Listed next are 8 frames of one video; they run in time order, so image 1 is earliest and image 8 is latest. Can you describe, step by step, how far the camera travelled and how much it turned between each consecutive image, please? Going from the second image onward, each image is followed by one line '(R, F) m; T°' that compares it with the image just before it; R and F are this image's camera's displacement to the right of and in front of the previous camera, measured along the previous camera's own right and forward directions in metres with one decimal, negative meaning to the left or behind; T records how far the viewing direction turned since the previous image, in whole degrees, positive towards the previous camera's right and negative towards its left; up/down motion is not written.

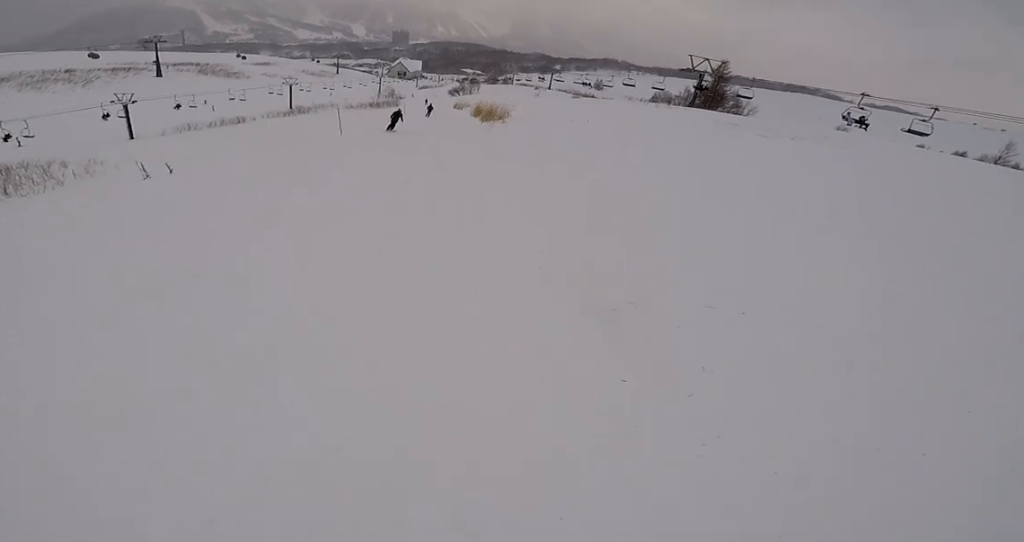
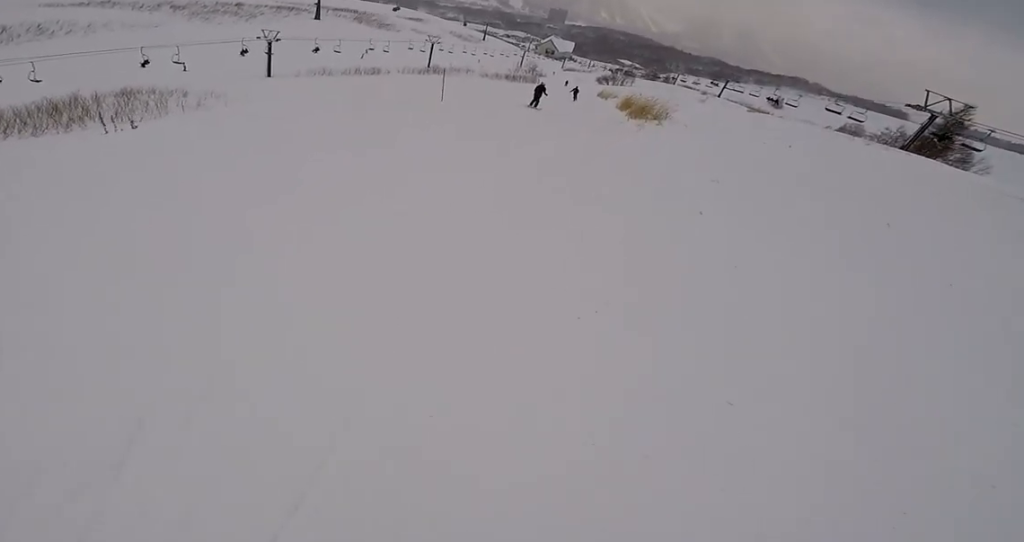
(0.0, +5.2) m; +2°
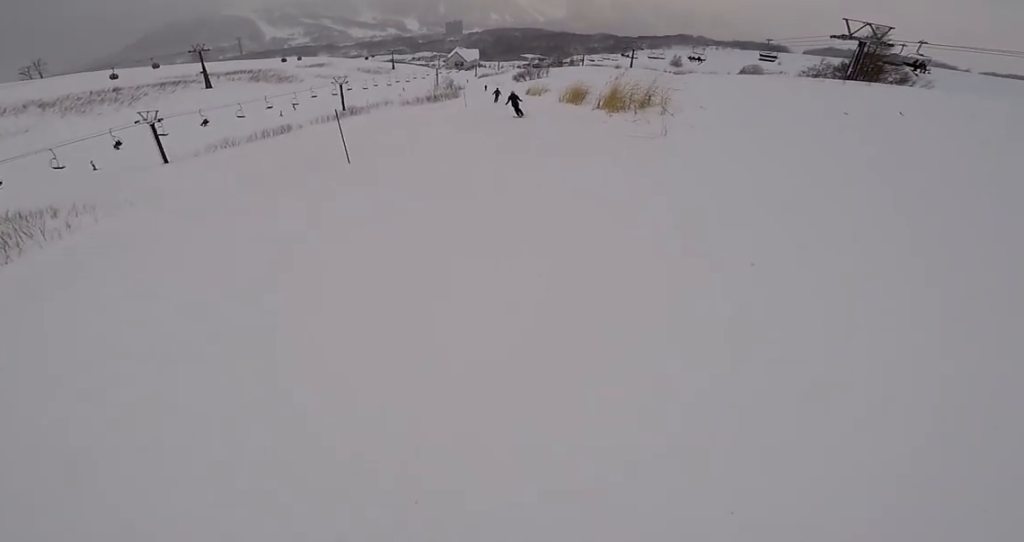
(+0.2, +7.5) m; +6°
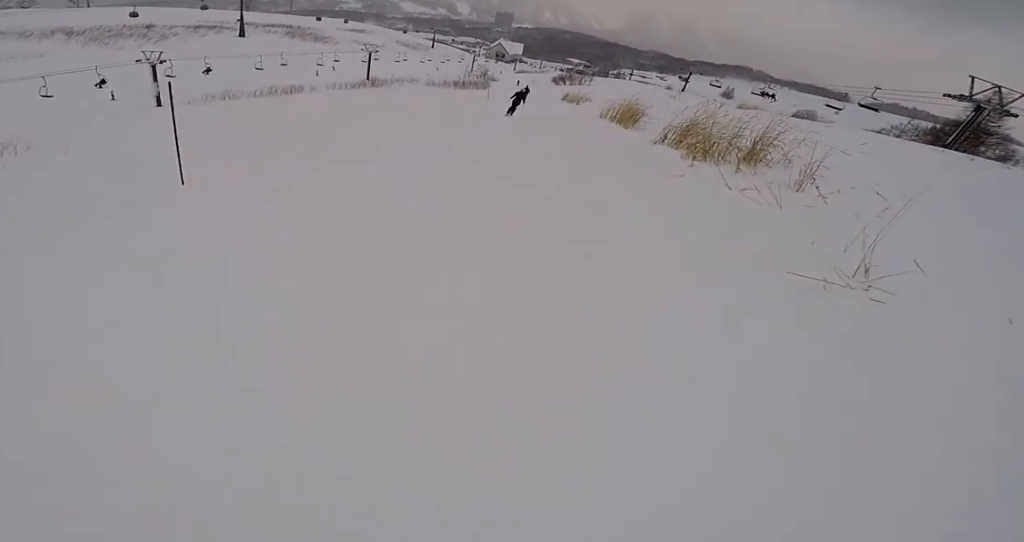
(+0.5, +6.6) m; +2°
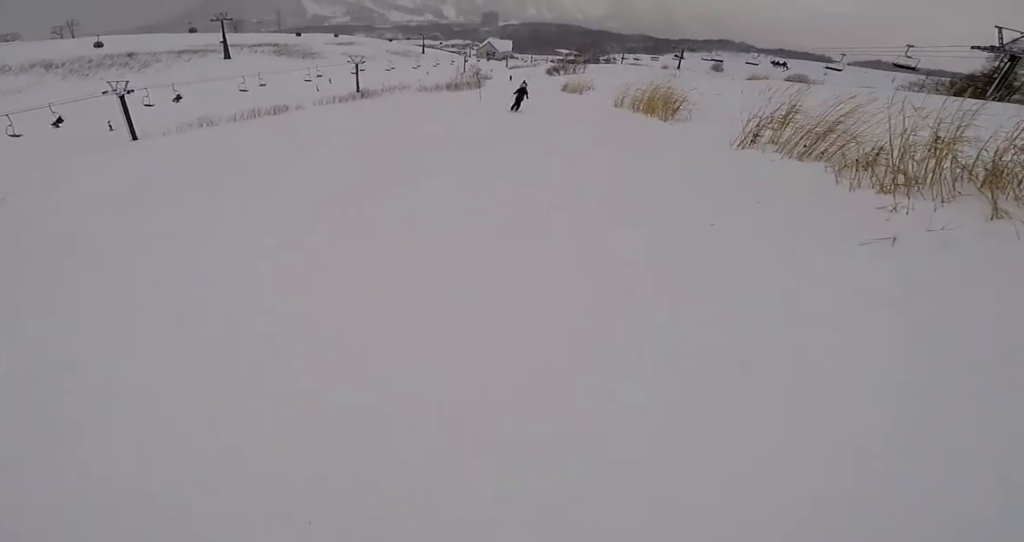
(+0.2, +5.2) m; -3°
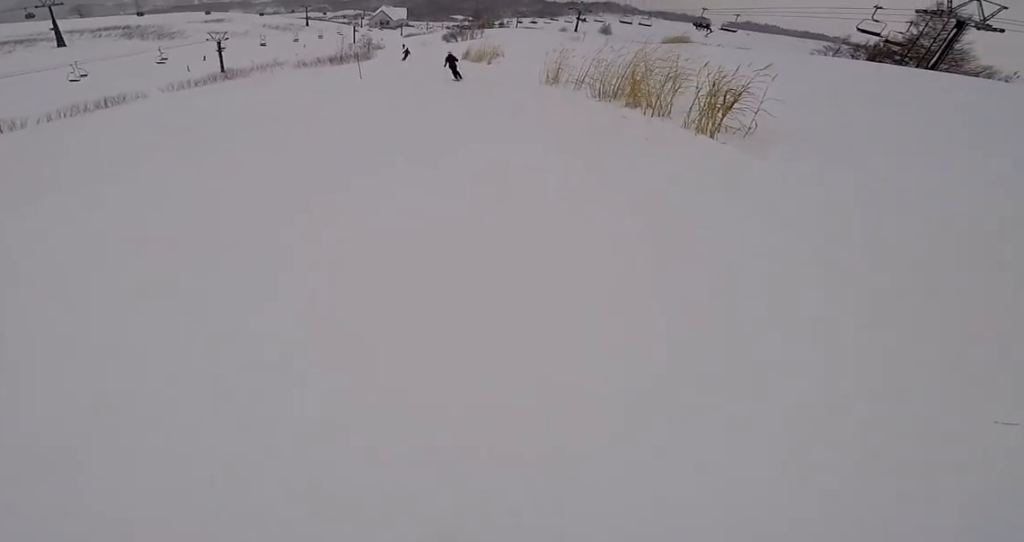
(-0.9, +7.9) m; -3°
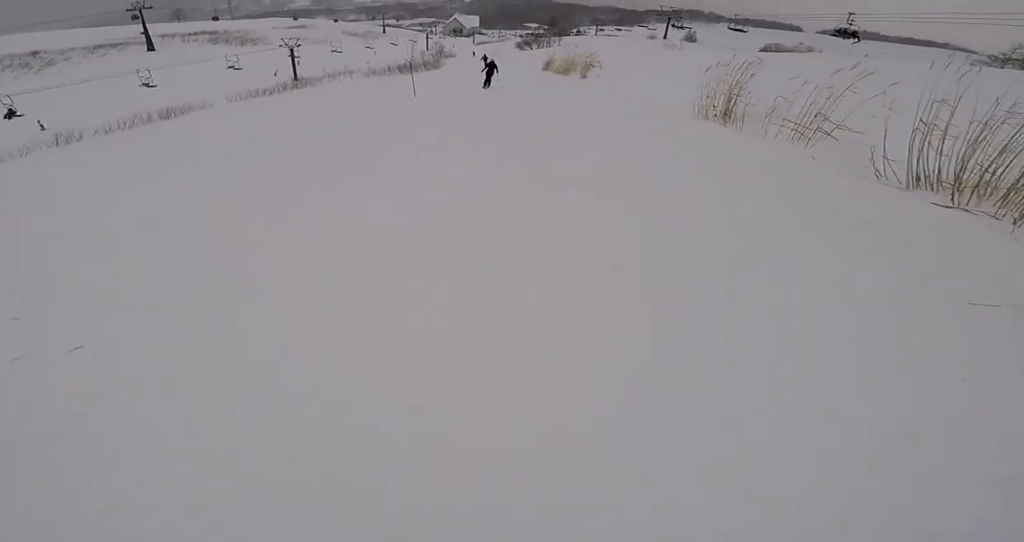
(+0.4, +6.8) m; +6°
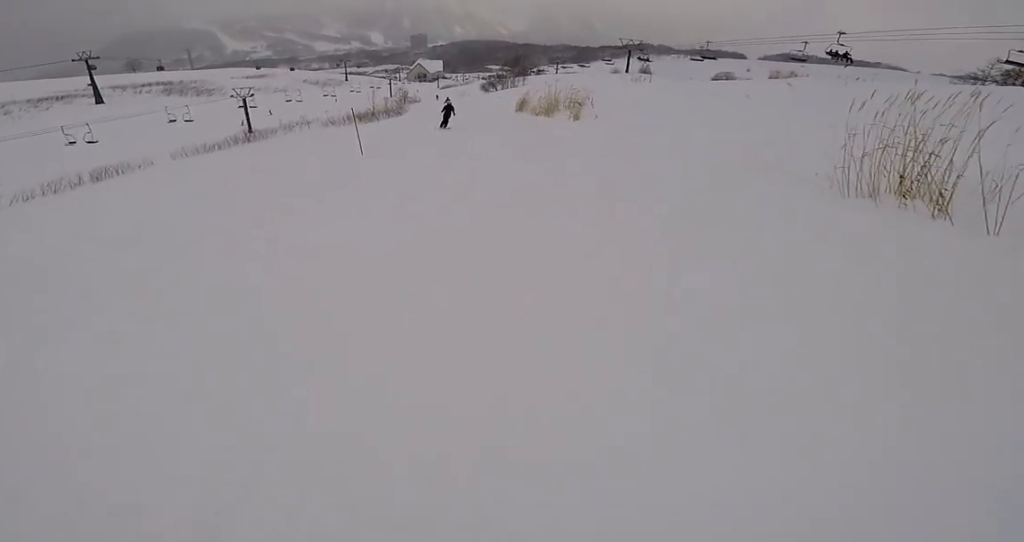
(+0.5, +5.1) m; 0°
